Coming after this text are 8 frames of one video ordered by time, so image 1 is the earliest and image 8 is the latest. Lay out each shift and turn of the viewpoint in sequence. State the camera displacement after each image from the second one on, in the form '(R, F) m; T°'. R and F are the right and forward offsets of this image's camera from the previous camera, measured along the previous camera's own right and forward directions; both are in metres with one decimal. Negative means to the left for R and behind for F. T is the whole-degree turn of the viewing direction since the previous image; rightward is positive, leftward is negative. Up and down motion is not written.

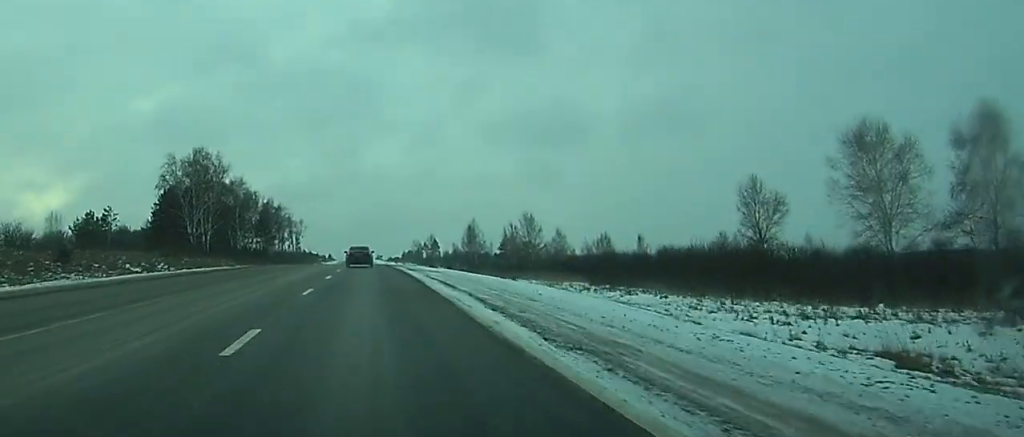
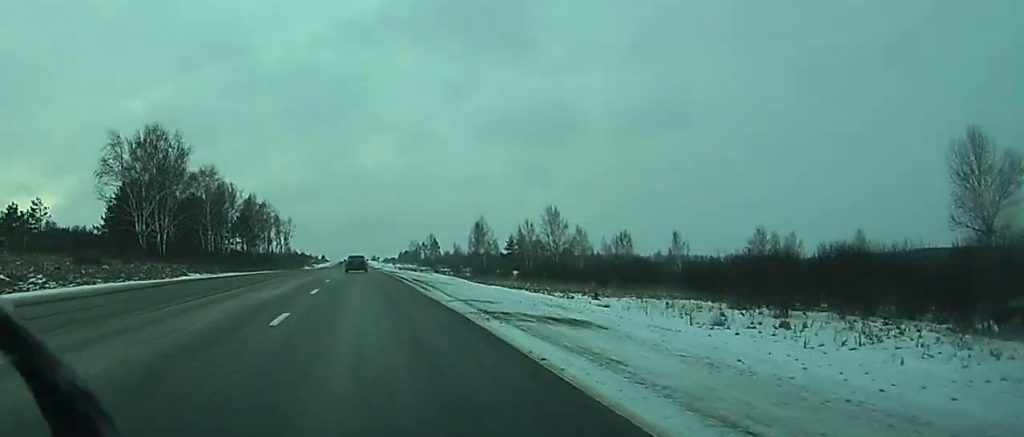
(+0.1, +31.5) m; +1°
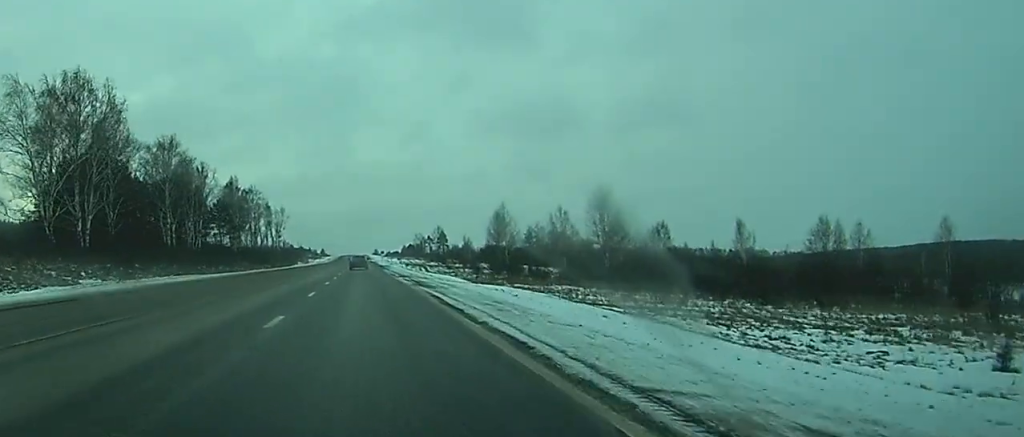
(+0.1, +36.4) m; 0°
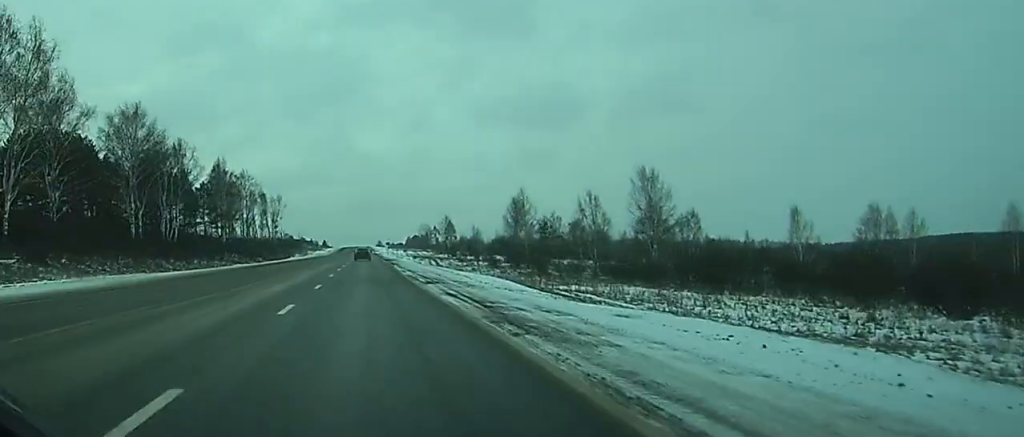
(-0.1, +22.3) m; 0°
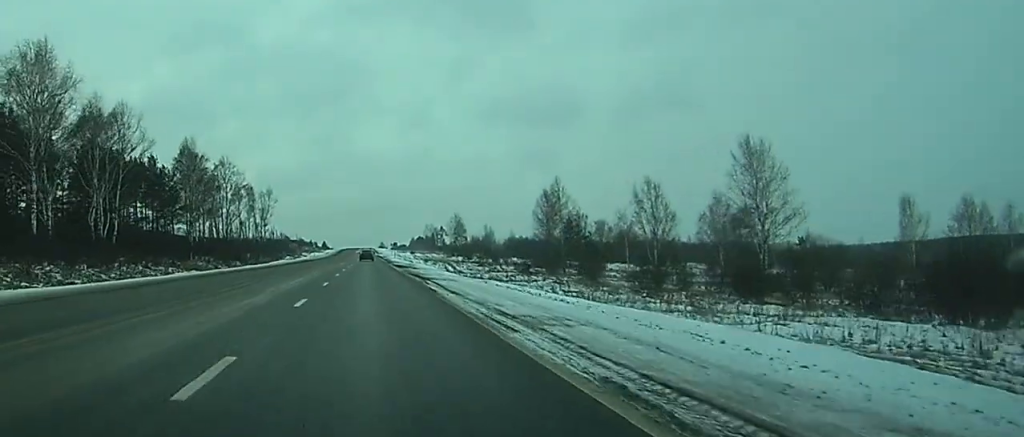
(-0.1, +33.6) m; 0°
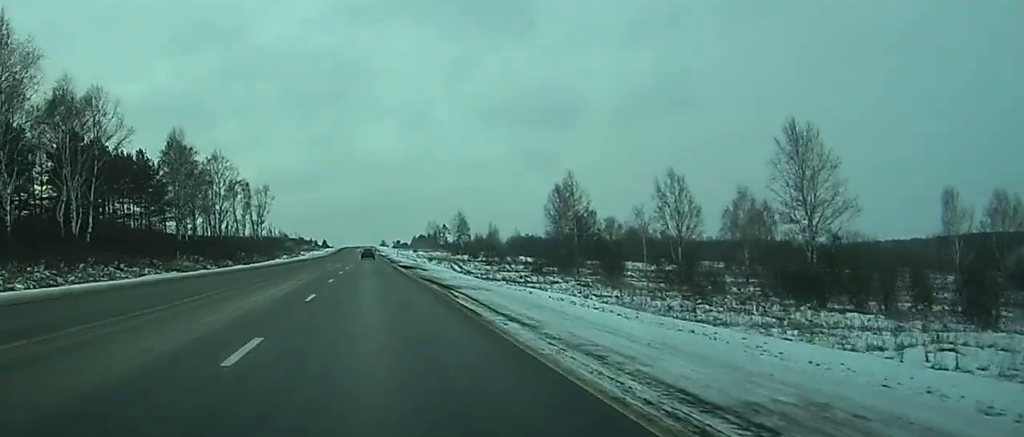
(0.0, +9.8) m; 0°
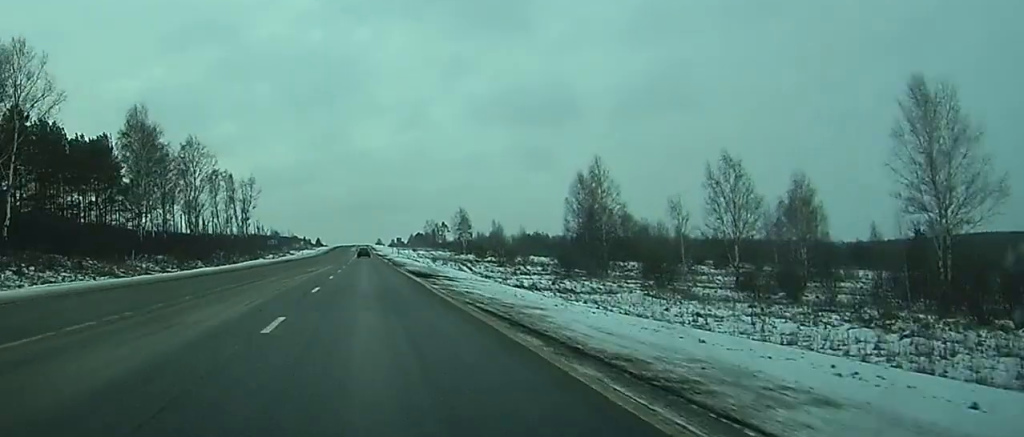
(-0.1, +20.4) m; 0°
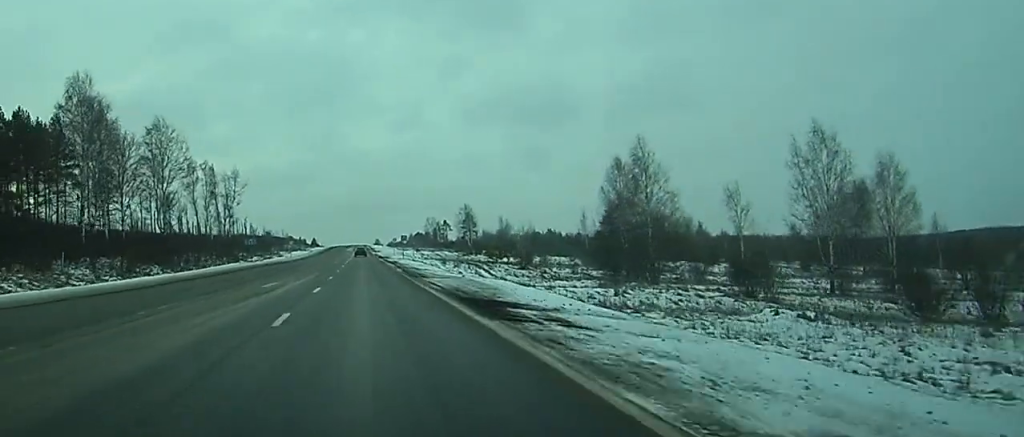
(0.0, +22.0) m; 0°
